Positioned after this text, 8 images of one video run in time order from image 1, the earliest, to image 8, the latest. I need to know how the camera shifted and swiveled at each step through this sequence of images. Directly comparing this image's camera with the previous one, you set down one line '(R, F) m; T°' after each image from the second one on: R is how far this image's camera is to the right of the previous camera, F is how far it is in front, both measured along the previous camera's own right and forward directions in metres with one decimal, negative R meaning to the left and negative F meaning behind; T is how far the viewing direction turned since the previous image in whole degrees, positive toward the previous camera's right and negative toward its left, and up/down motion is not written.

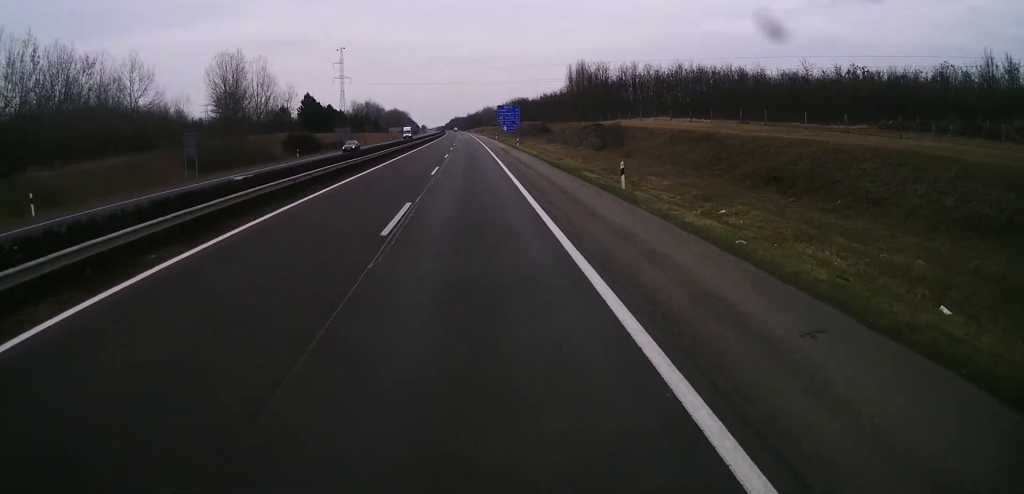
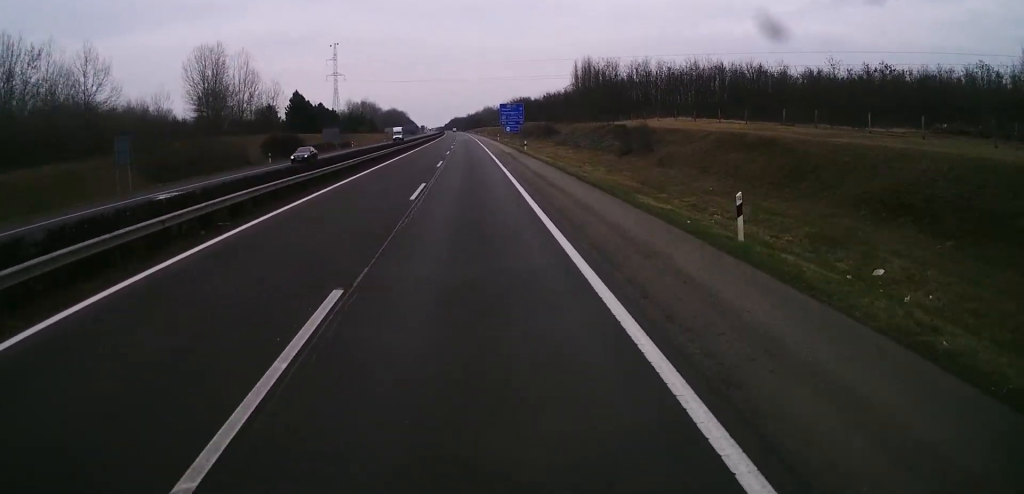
(+0.3, +10.7) m; -1°
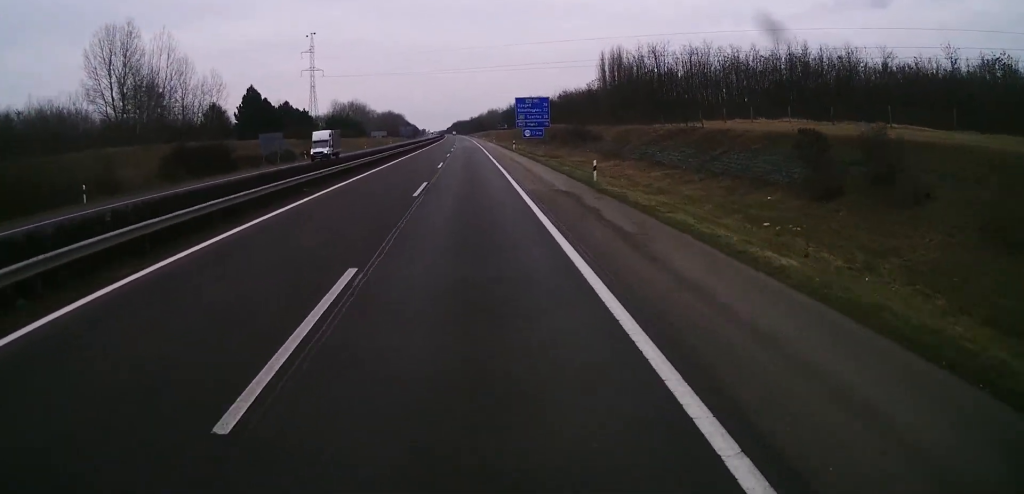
(-0.9, +34.3) m; 0°
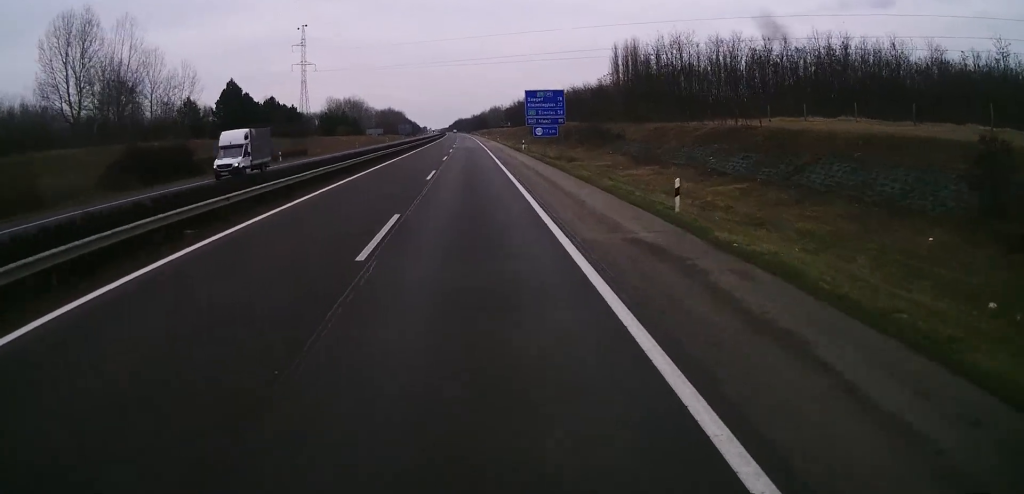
(+0.5, +11.4) m; +1°
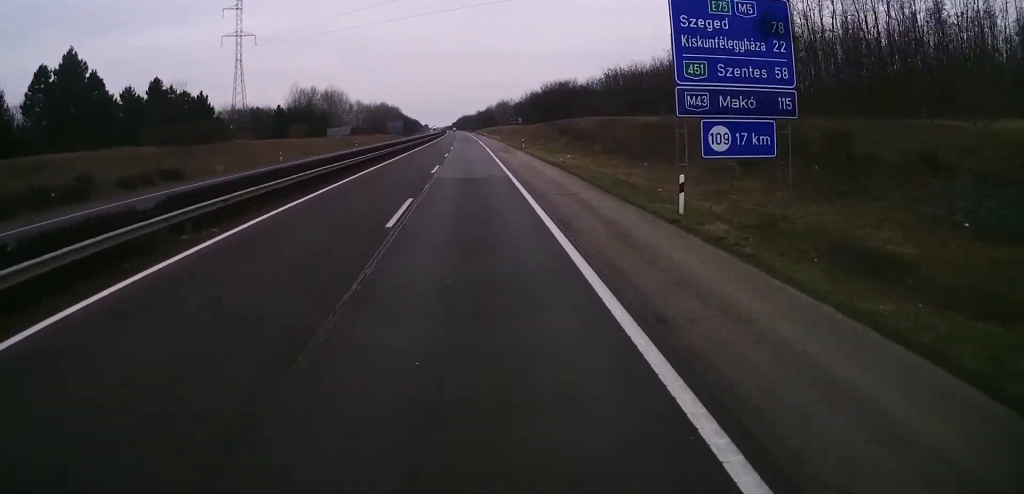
(-1.1, +49.5) m; -2°
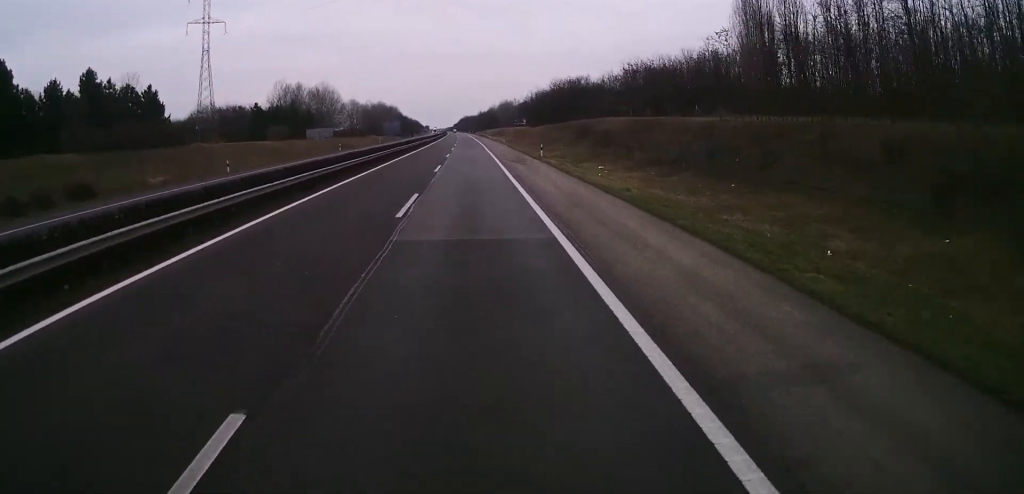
(+0.1, +16.1) m; 0°
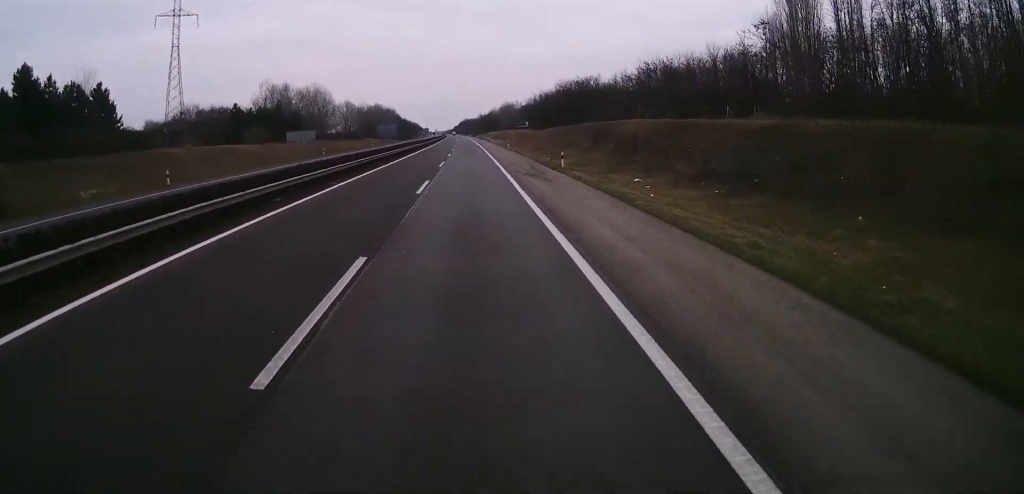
(+0.1, +11.5) m; 0°
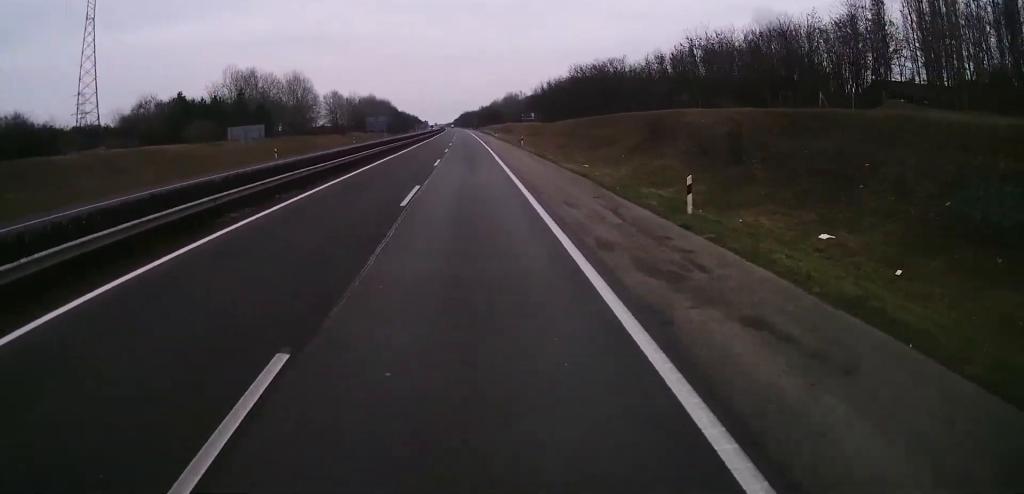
(0.0, +23.0) m; 0°
